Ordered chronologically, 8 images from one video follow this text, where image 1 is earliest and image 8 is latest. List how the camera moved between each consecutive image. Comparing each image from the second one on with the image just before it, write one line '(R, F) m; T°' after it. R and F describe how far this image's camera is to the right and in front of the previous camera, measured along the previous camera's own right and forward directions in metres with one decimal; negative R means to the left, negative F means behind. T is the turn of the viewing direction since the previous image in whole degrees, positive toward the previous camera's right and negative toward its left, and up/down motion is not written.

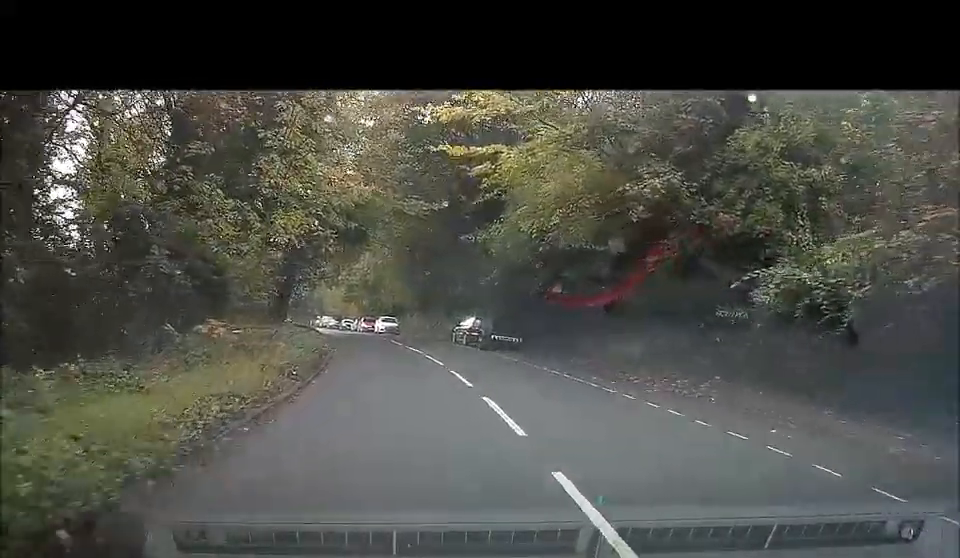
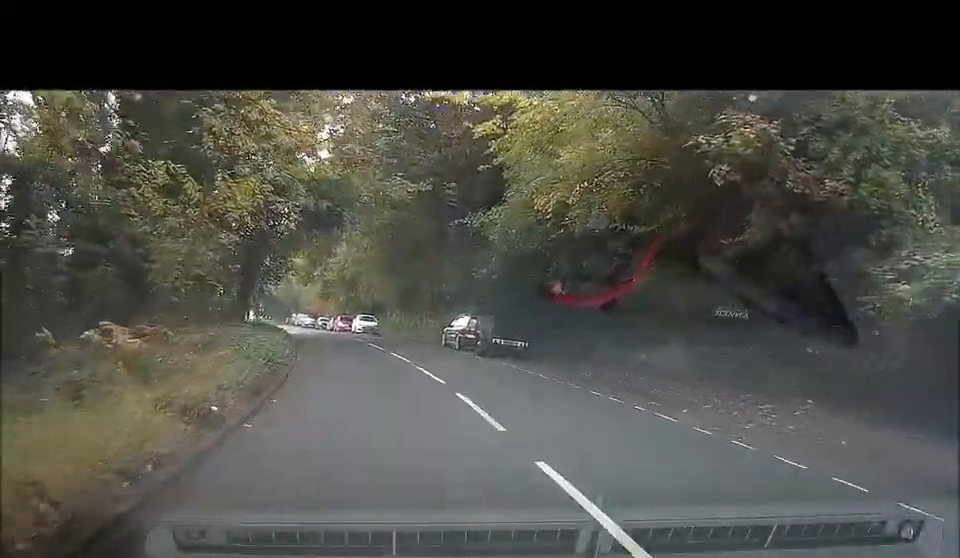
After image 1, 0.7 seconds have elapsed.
(0.0, +5.3) m; -2°
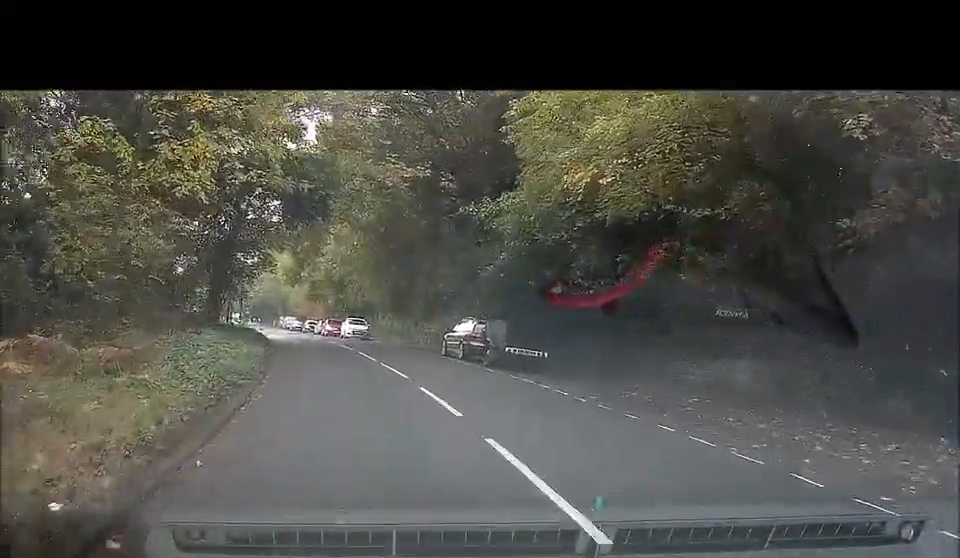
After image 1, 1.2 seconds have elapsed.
(+0.3, +4.1) m; -2°
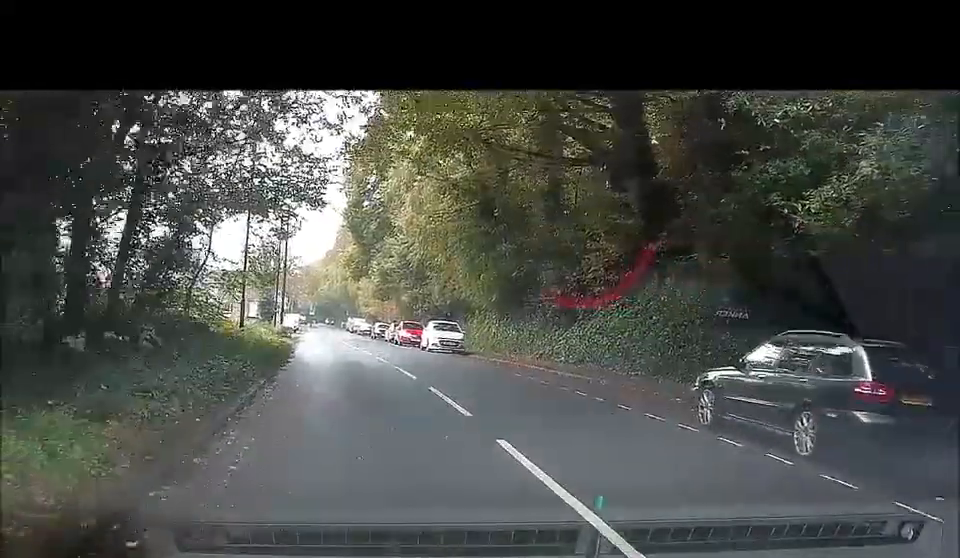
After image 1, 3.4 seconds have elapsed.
(-1.0, +18.3) m; 0°
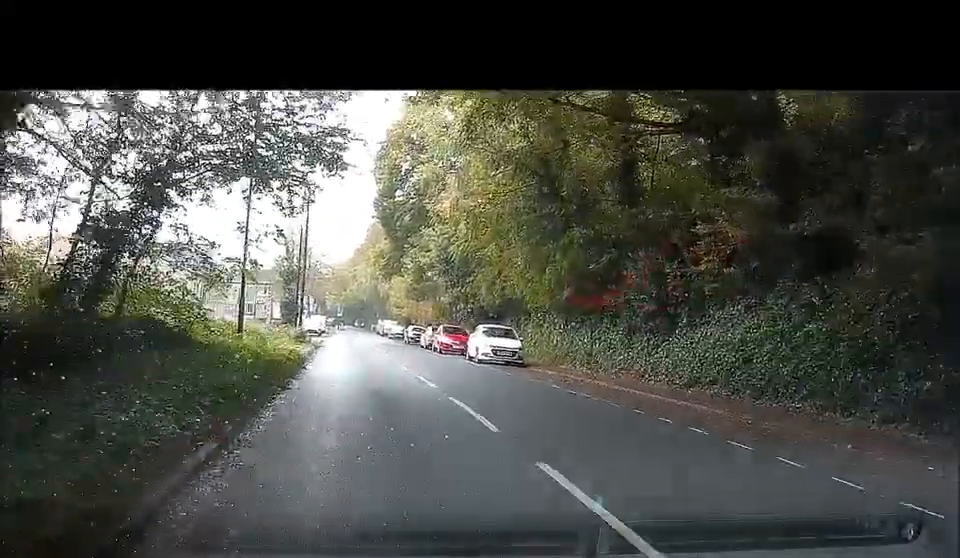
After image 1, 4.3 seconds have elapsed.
(+0.3, +7.1) m; 0°
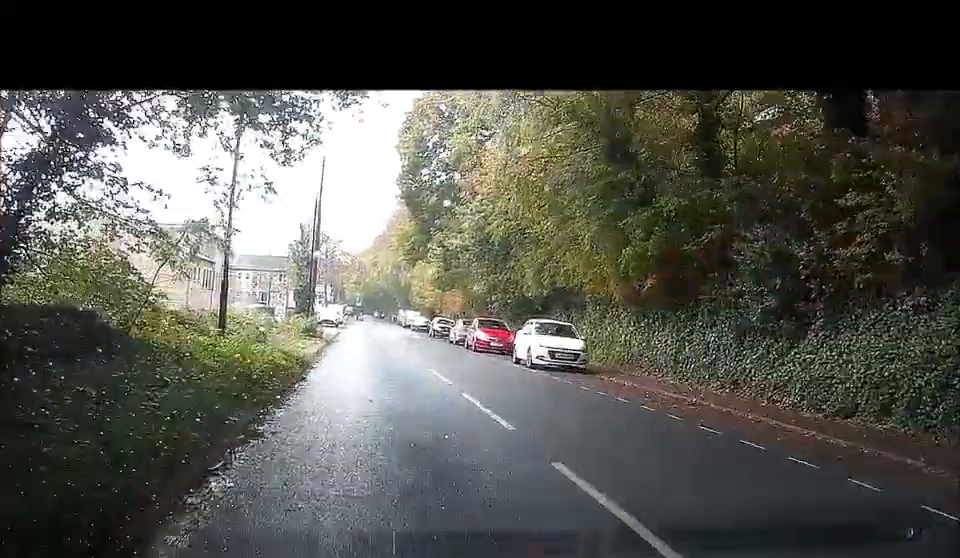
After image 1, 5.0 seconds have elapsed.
(-0.2, +6.1) m; -3°
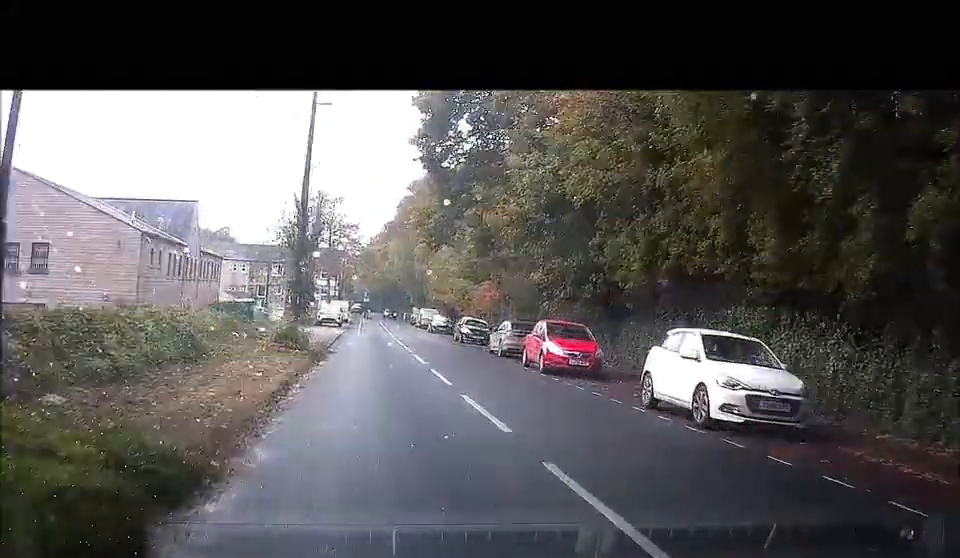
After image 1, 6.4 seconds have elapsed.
(-0.6, +12.3) m; -11°
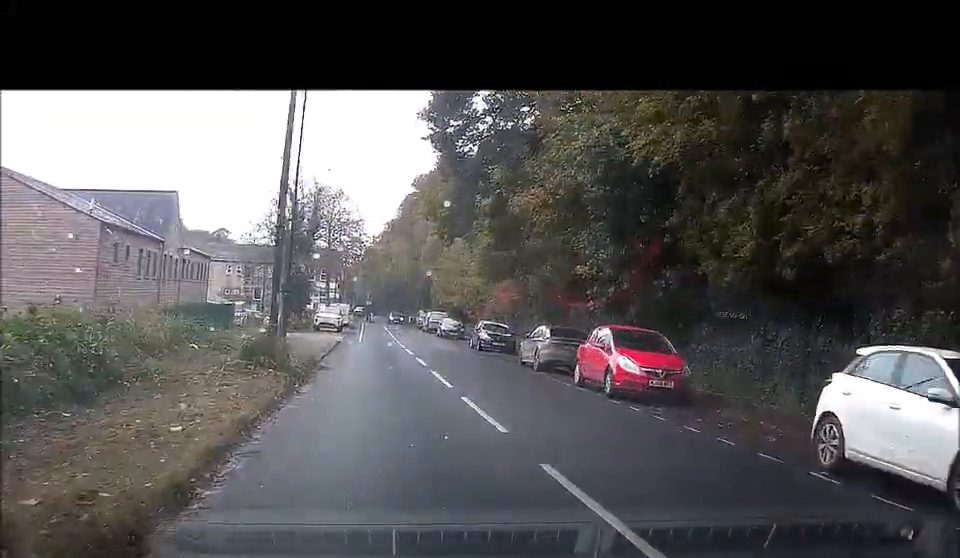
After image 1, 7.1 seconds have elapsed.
(-0.9, +6.7) m; -3°
